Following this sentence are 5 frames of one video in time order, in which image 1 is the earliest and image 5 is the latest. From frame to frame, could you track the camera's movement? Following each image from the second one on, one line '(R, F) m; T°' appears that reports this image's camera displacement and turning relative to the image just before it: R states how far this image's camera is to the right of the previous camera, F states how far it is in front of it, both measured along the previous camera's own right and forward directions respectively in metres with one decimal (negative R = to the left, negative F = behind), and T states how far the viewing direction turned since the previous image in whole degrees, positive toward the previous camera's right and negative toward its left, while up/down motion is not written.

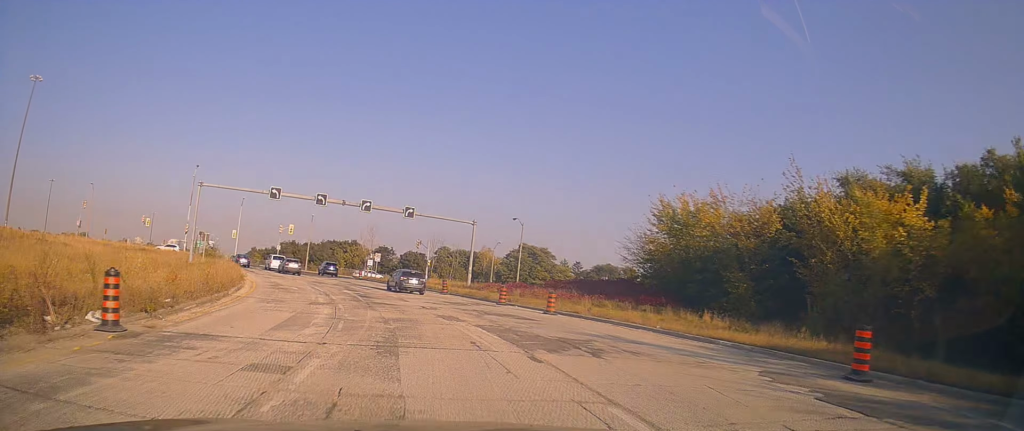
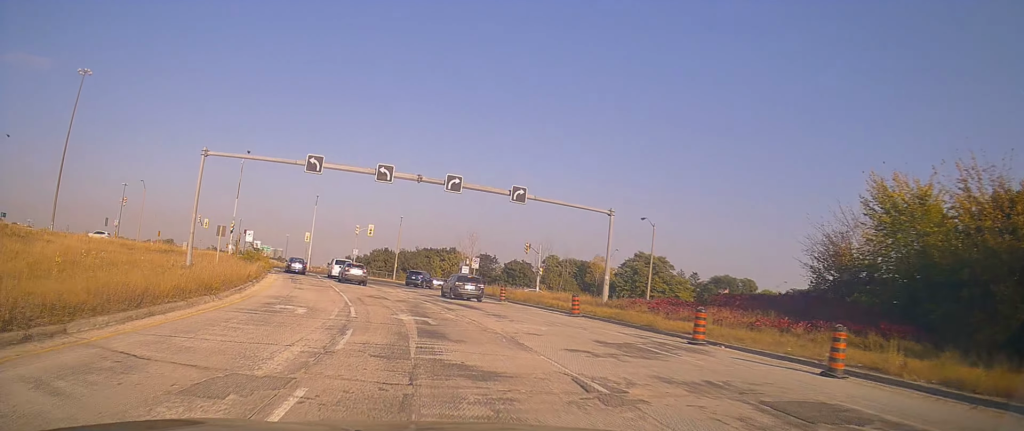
(-2.5, +14.0) m; -15°
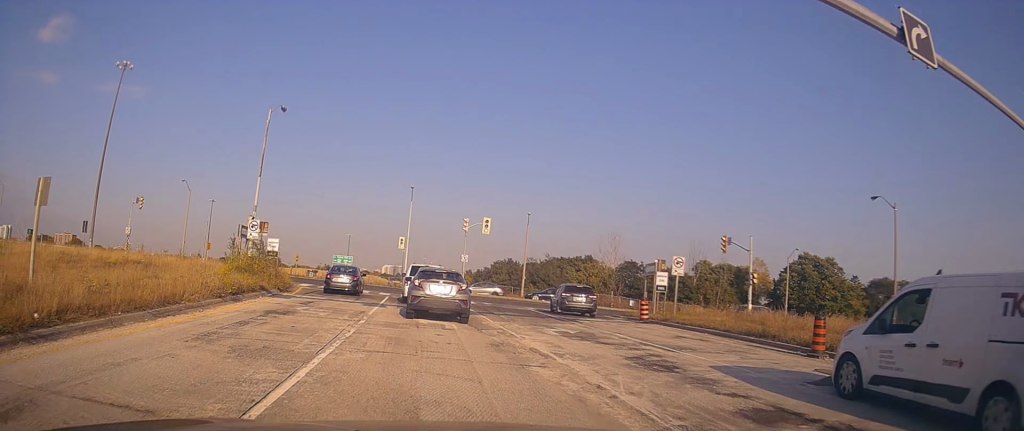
(-2.1, +22.1) m; -8°
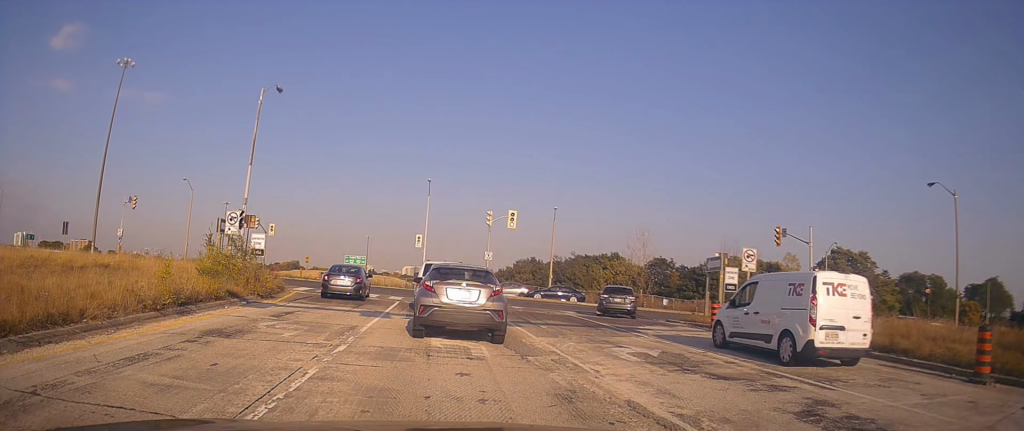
(+0.2, +4.6) m; 0°
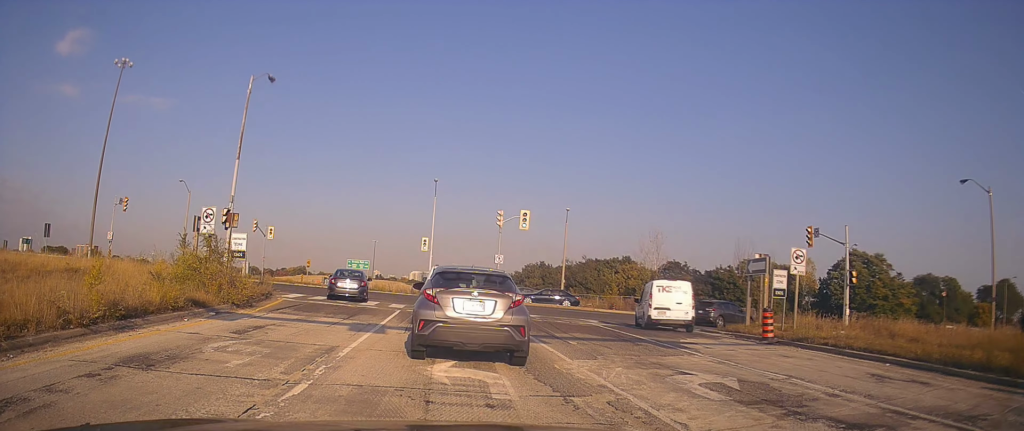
(-0.6, +3.1) m; 0°
